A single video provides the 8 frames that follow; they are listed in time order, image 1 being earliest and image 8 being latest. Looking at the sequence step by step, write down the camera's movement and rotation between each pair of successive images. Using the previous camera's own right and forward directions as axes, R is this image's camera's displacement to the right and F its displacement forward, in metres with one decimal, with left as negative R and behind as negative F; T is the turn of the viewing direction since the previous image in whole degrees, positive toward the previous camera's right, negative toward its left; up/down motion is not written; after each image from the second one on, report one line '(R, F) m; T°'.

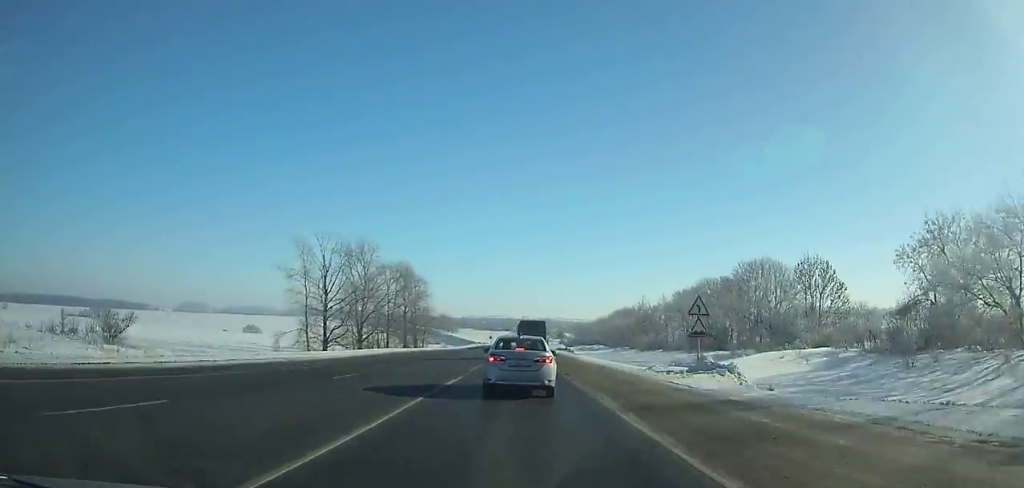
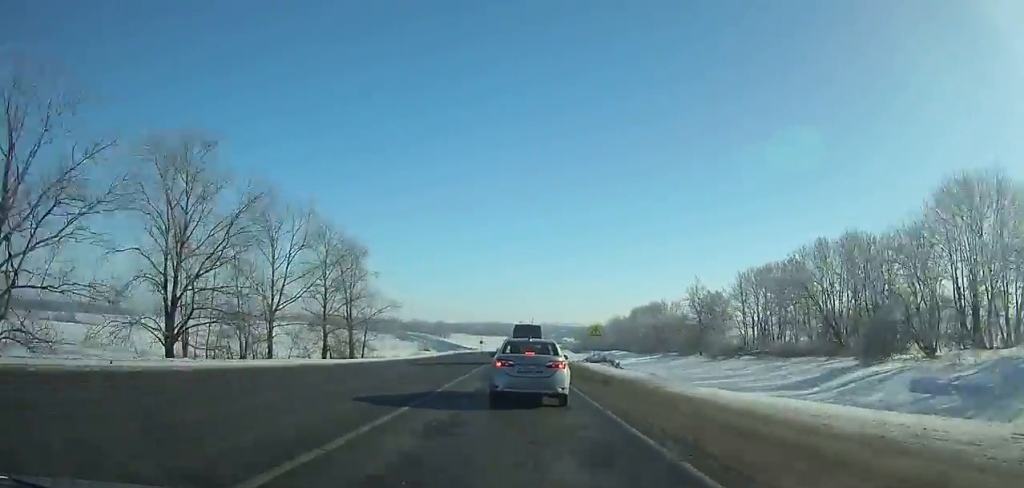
(0.0, +49.9) m; 0°
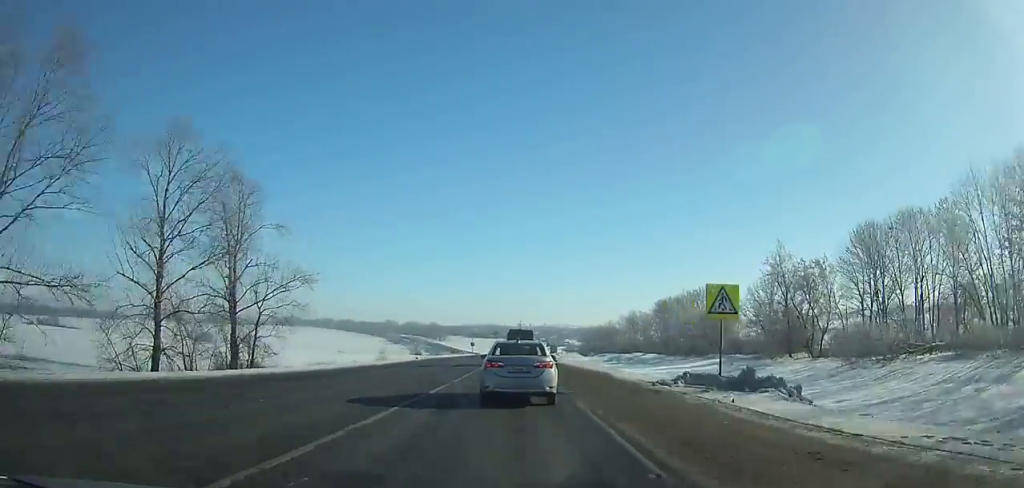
(0.0, +37.4) m; 0°
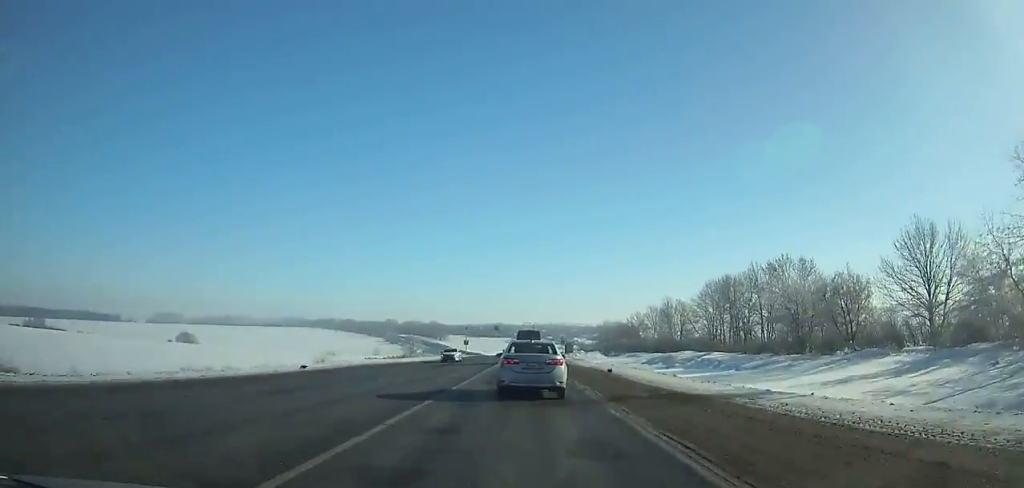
(0.0, +40.5) m; 0°
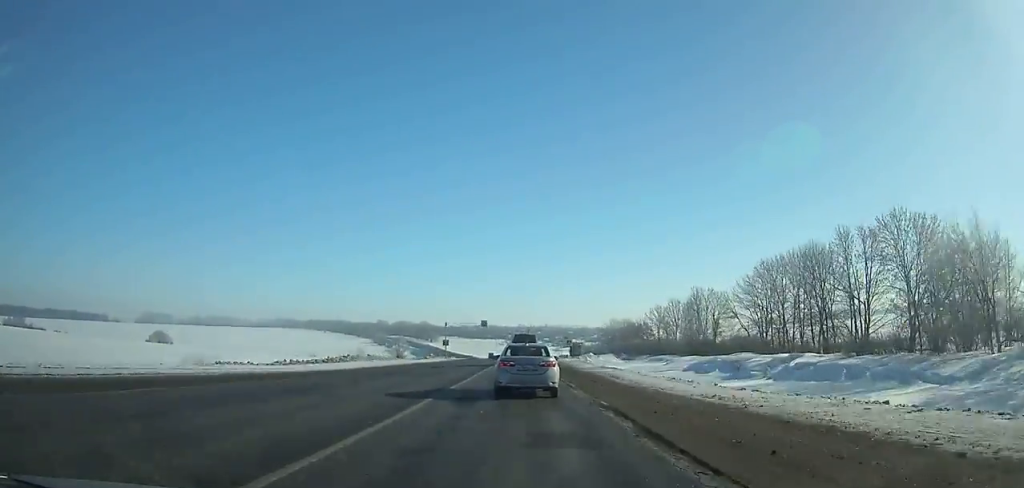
(+0.1, +30.2) m; 0°
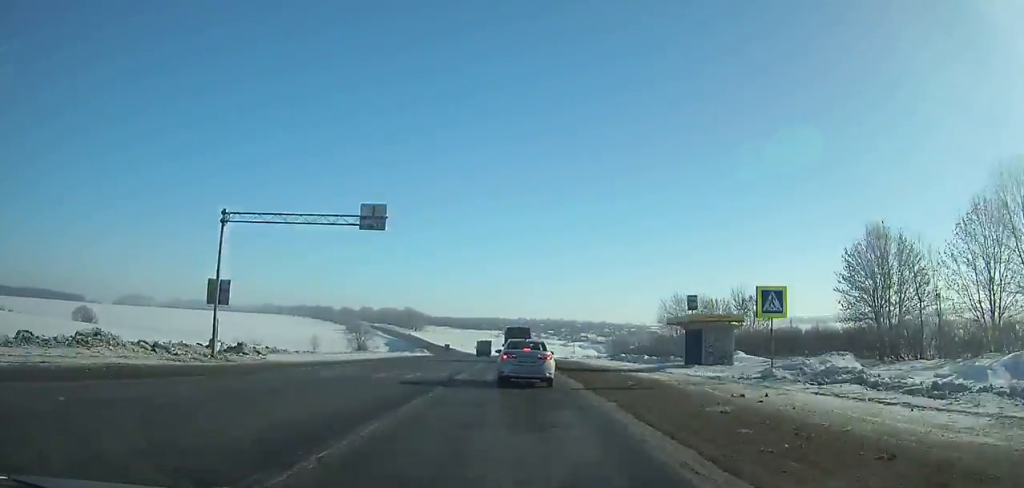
(-0.3, +82.4) m; -1°
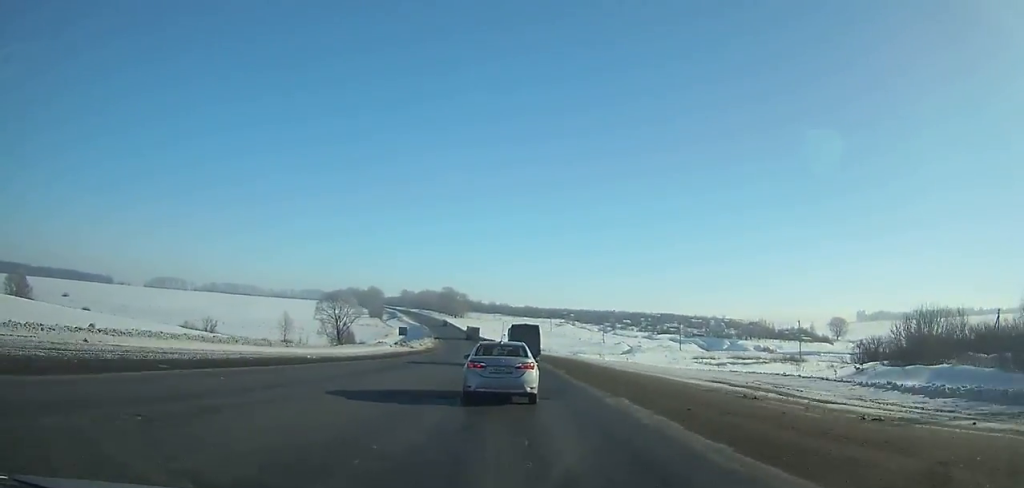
(-4.9, +107.1) m; -5°
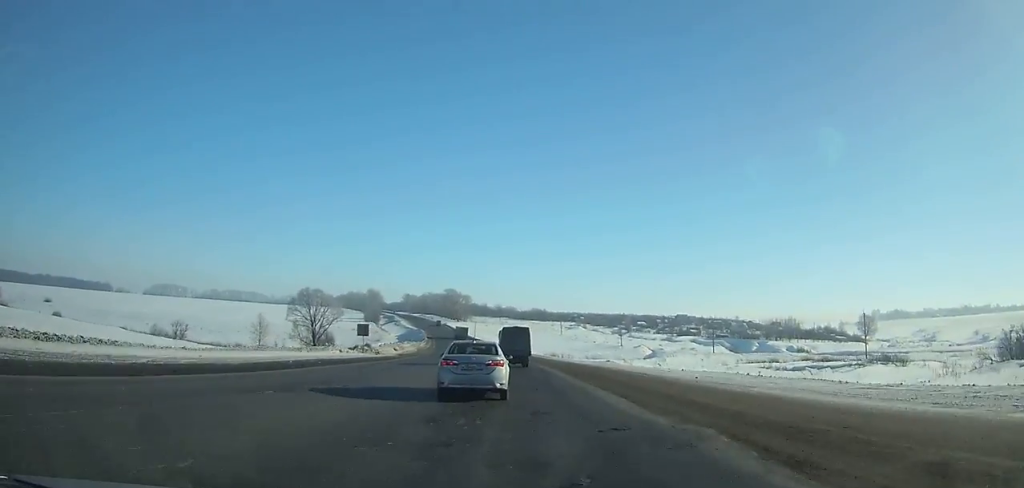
(+0.1, +28.4) m; -1°
